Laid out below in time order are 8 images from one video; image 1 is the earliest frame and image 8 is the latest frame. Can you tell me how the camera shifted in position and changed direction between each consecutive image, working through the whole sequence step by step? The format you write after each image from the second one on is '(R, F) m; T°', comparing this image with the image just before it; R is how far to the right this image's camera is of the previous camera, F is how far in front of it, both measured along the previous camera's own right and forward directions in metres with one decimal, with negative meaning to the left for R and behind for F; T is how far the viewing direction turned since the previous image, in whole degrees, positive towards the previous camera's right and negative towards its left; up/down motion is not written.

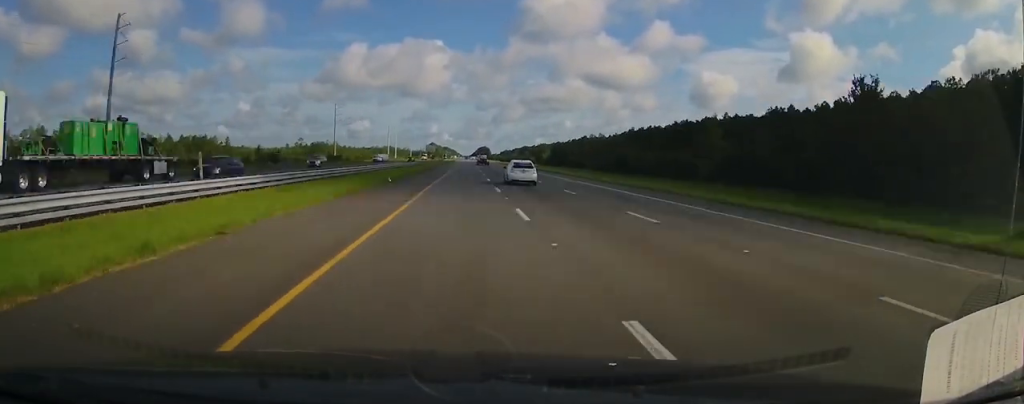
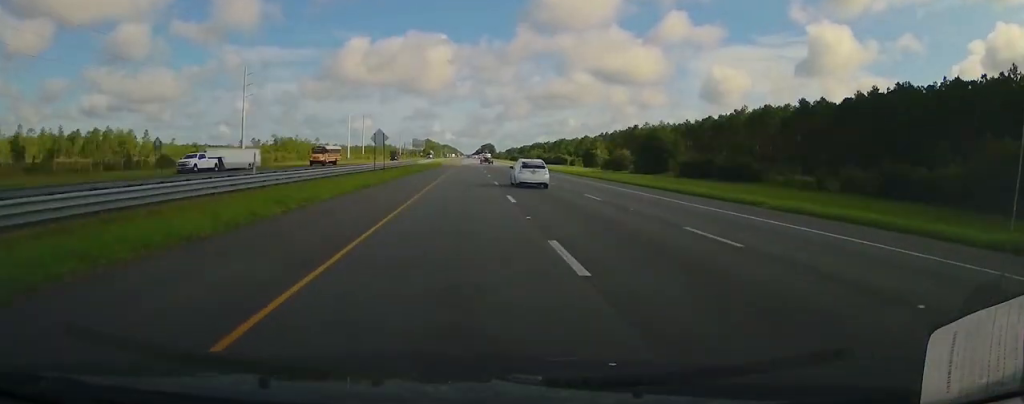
(+0.1, +116.0) m; 0°
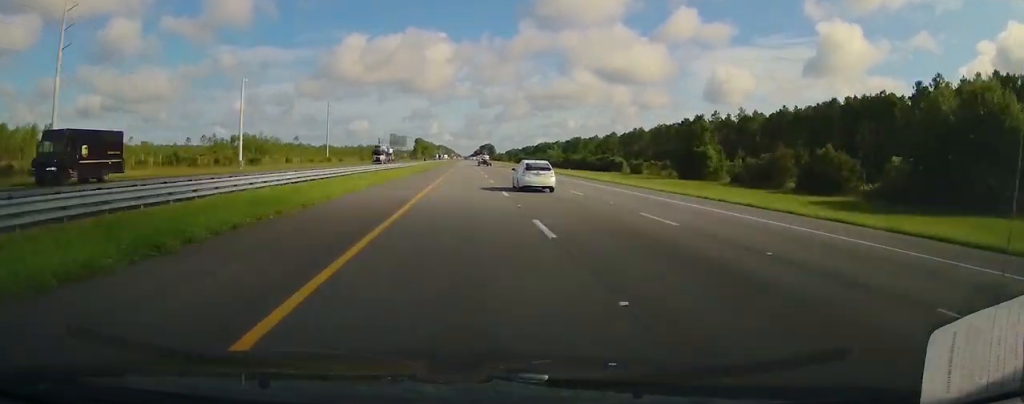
(+0.2, +82.0) m; 0°
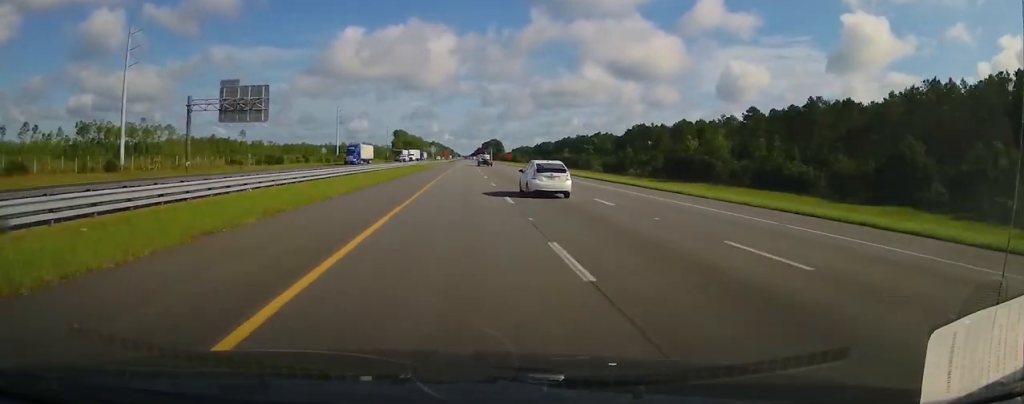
(-0.5, +164.8) m; 0°
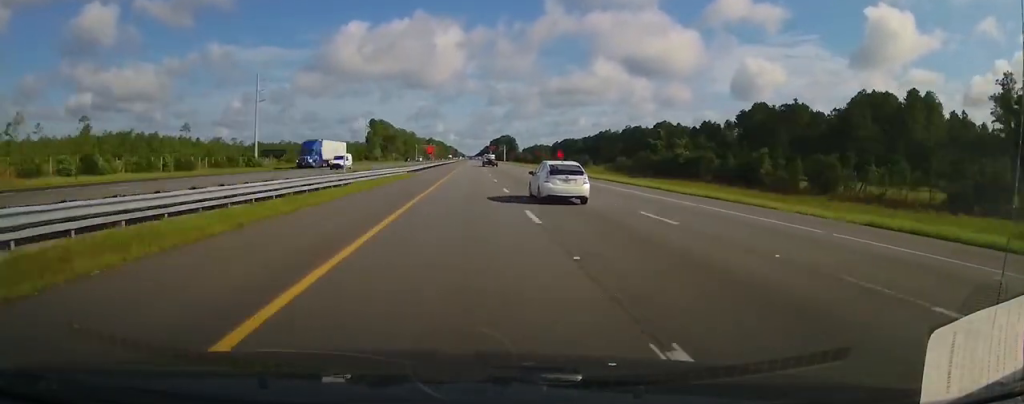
(-0.4, +117.0) m; 0°
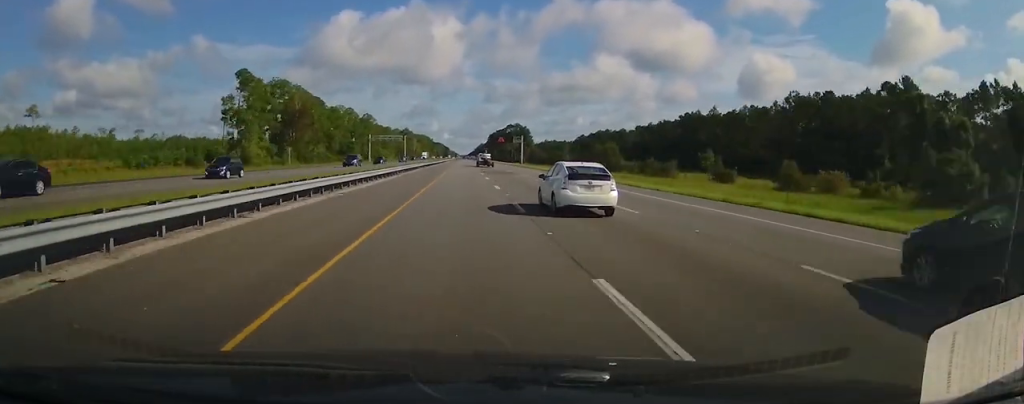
(+0.6, +157.3) m; 0°
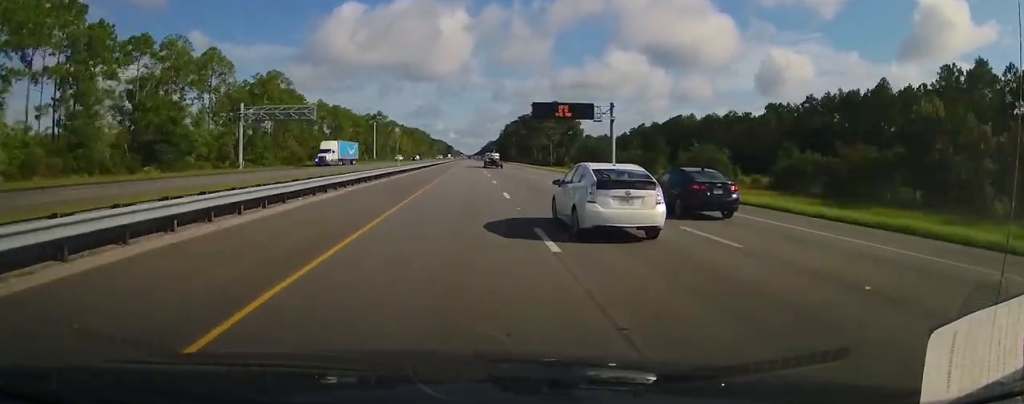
(-0.1, +129.3) m; 0°
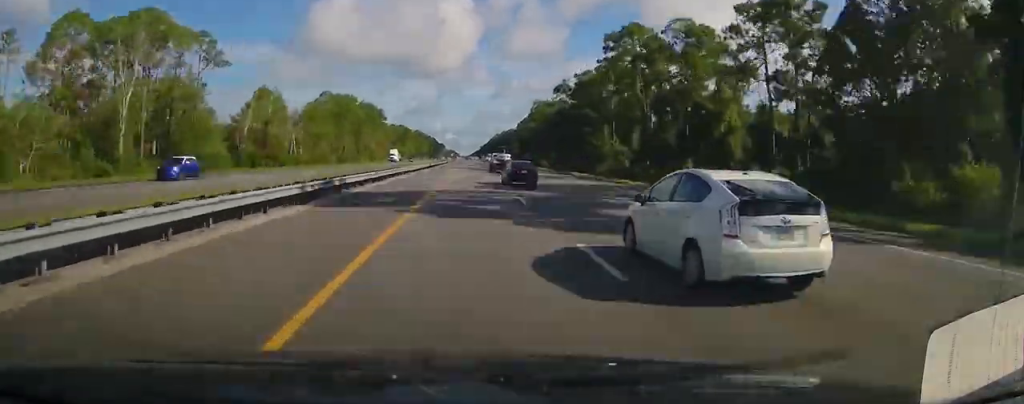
(+0.2, +235.6) m; 0°
